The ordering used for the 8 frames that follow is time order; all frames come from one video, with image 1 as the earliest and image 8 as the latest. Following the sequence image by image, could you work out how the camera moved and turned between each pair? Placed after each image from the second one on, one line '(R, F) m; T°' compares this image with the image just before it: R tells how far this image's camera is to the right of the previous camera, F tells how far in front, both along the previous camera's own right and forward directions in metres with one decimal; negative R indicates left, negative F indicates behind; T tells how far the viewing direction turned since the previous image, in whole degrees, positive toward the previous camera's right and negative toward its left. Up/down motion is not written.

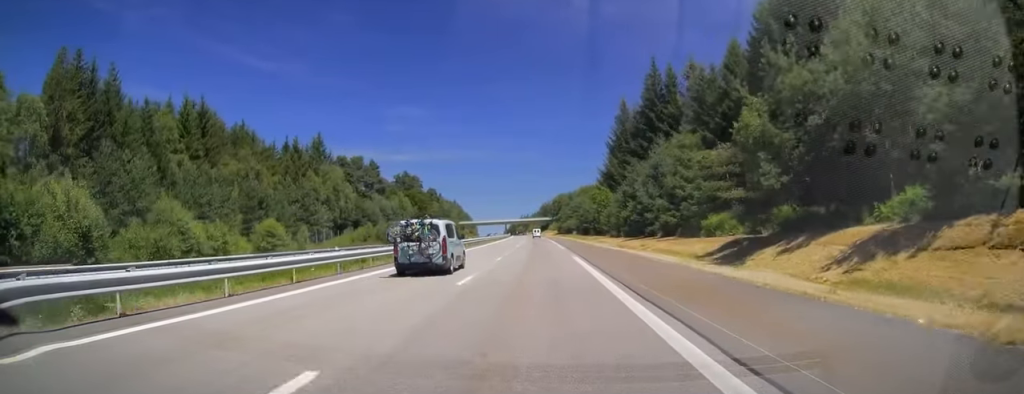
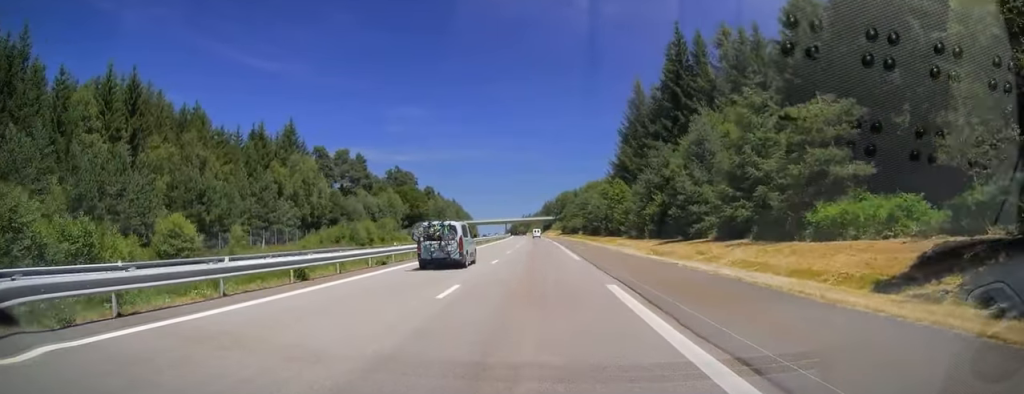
(+0.2, +16.2) m; 0°
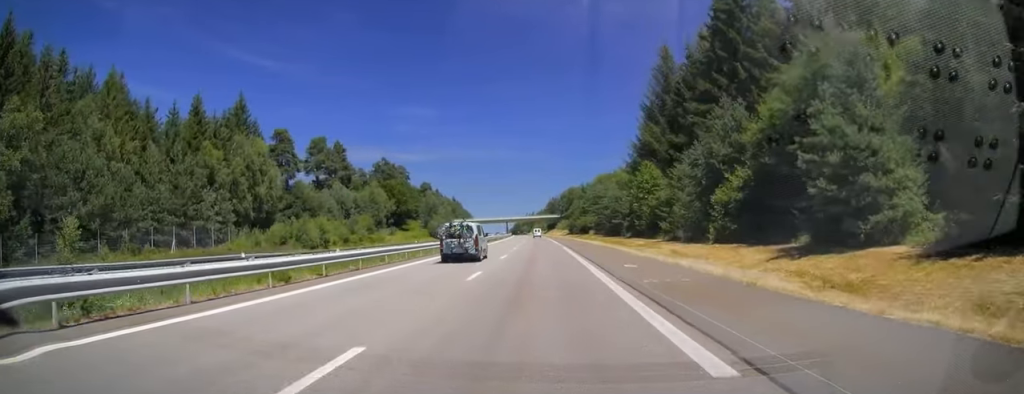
(-0.1, +21.6) m; 0°
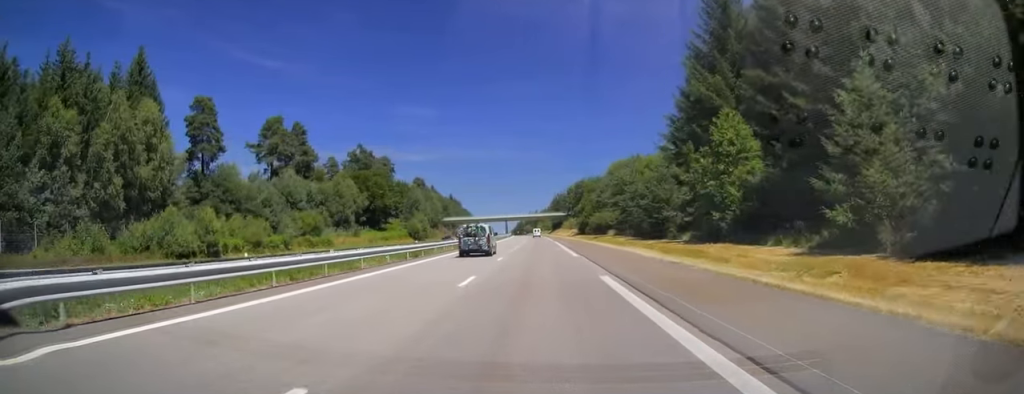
(-0.2, +28.0) m; -1°
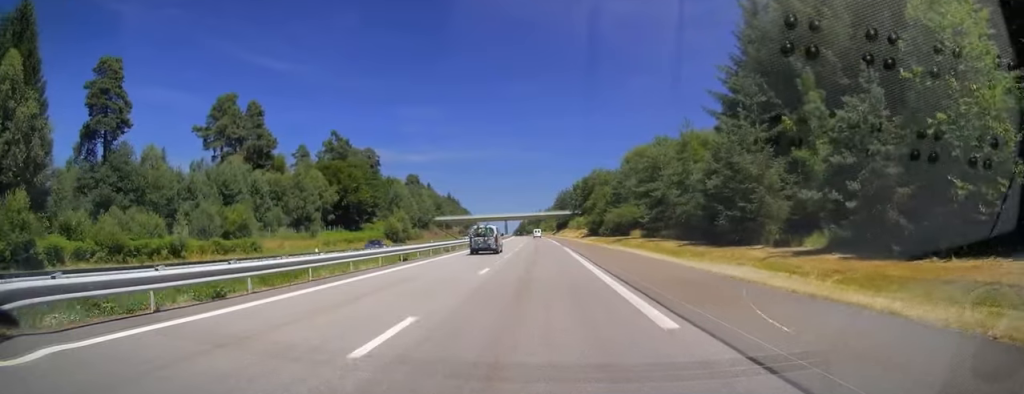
(0.0, +21.6) m; 0°
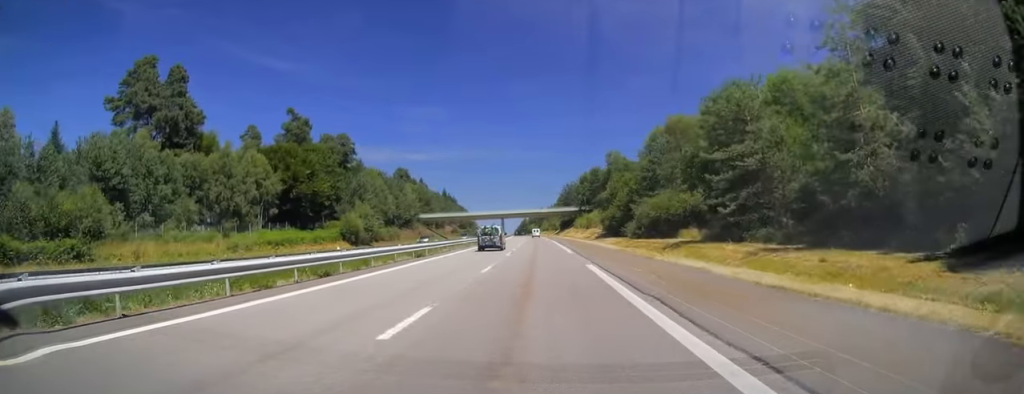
(+0.1, +24.9) m; -1°
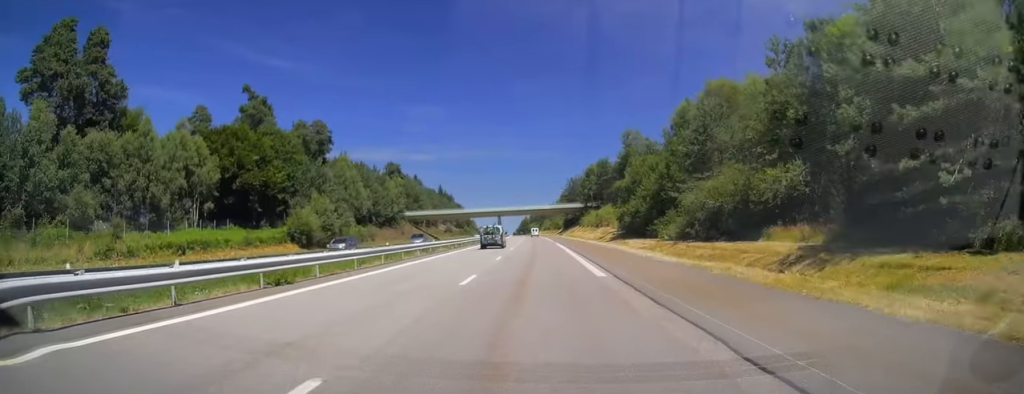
(-0.3, +18.1) m; 0°
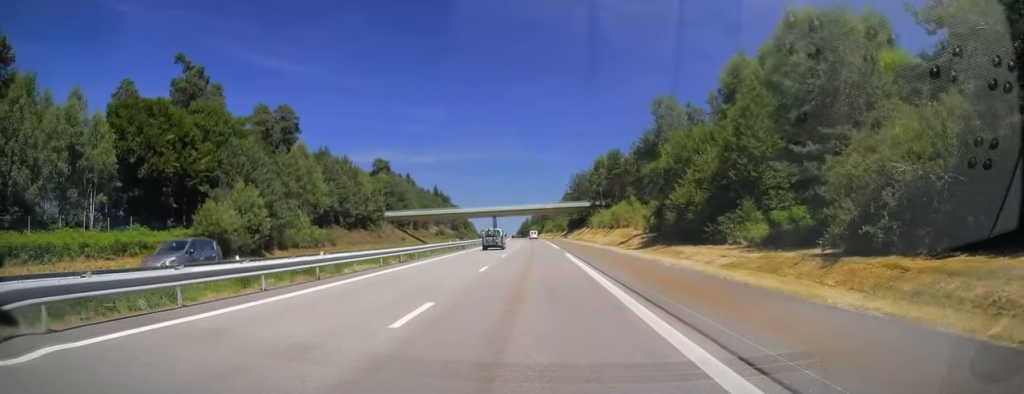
(0.0, +19.6) m; 0°
